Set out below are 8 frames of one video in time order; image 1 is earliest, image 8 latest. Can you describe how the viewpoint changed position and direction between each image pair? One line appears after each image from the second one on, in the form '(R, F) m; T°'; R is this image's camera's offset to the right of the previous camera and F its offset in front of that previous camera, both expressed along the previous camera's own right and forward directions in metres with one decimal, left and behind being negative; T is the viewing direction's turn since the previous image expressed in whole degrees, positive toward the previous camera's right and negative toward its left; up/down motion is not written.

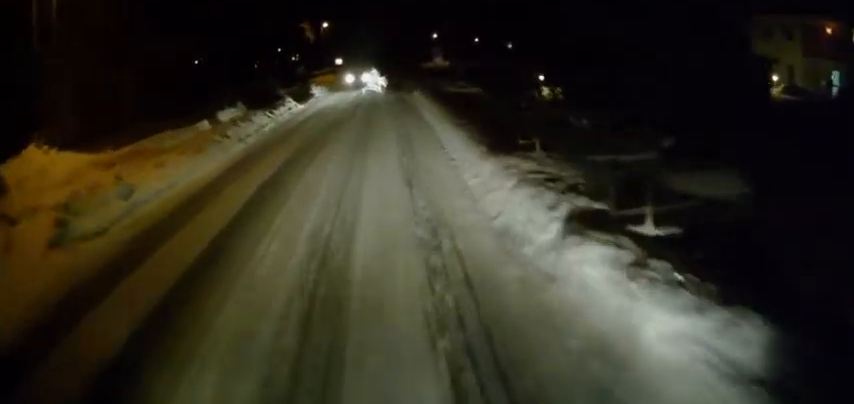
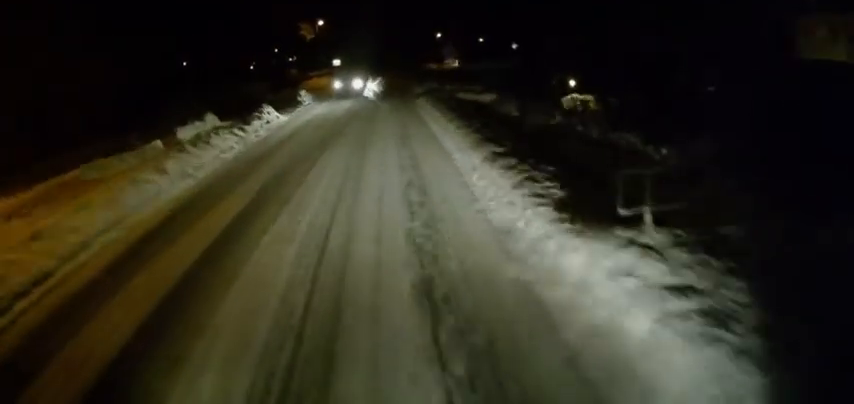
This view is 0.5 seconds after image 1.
(-0.1, +4.8) m; -1°
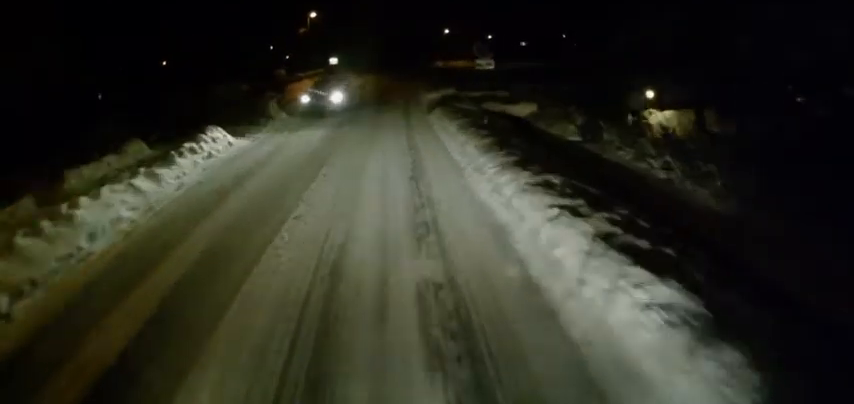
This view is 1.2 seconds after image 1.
(0.0, +7.6) m; -1°
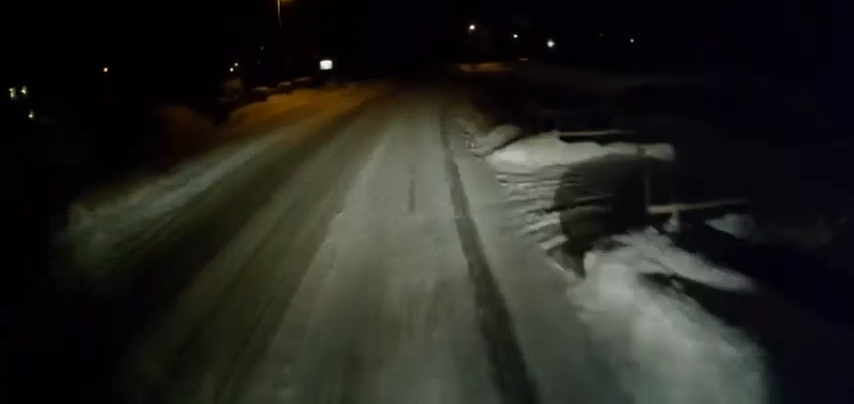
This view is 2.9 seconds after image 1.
(-0.3, +16.7) m; -1°
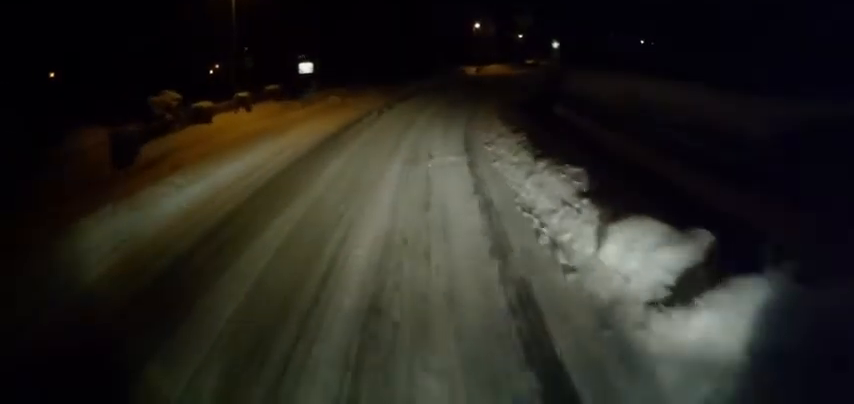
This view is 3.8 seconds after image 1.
(+0.2, +8.2) m; 0°
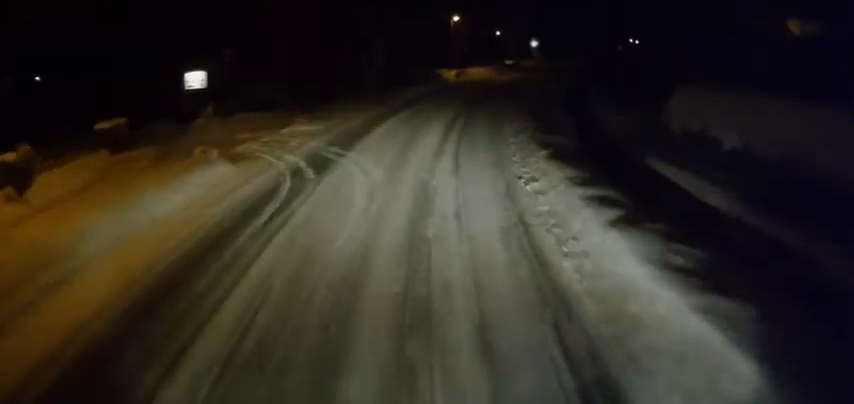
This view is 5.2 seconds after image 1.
(-0.4, +14.0) m; 0°
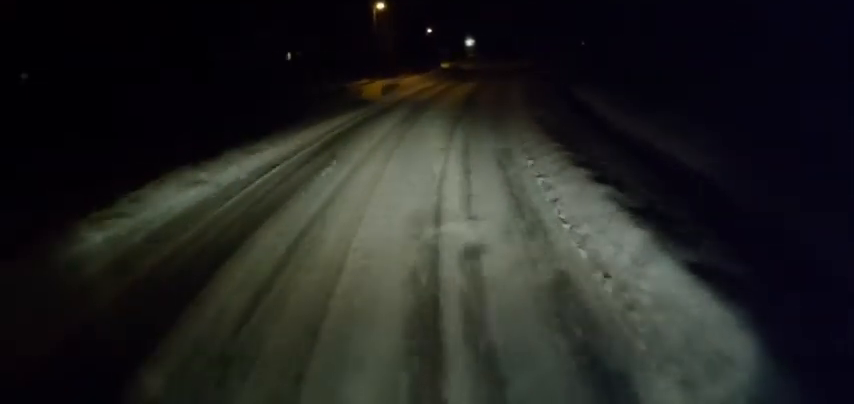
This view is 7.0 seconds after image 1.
(+1.2, +17.4) m; +7°
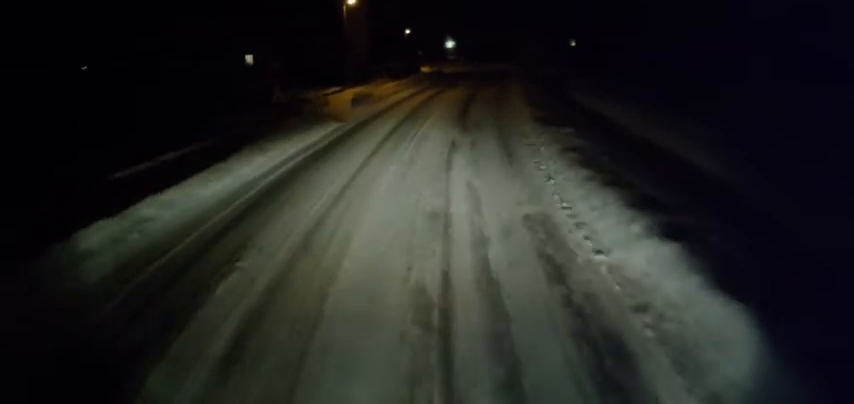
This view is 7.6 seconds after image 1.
(+0.1, +5.6) m; +1°
